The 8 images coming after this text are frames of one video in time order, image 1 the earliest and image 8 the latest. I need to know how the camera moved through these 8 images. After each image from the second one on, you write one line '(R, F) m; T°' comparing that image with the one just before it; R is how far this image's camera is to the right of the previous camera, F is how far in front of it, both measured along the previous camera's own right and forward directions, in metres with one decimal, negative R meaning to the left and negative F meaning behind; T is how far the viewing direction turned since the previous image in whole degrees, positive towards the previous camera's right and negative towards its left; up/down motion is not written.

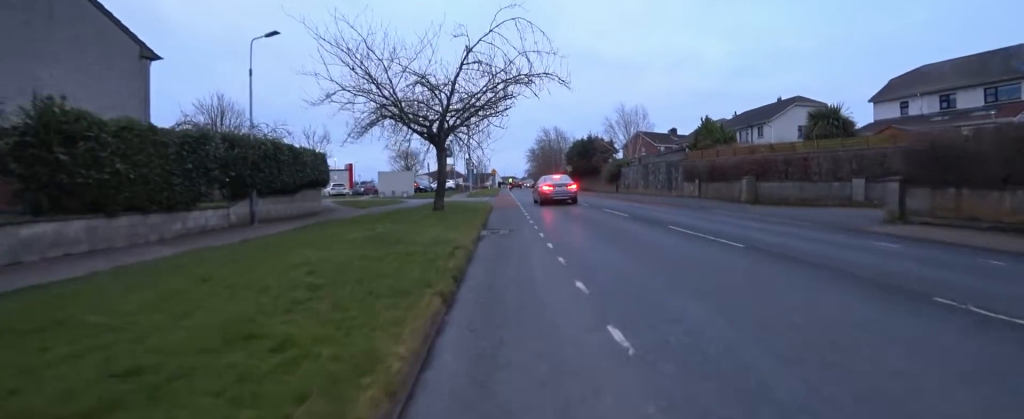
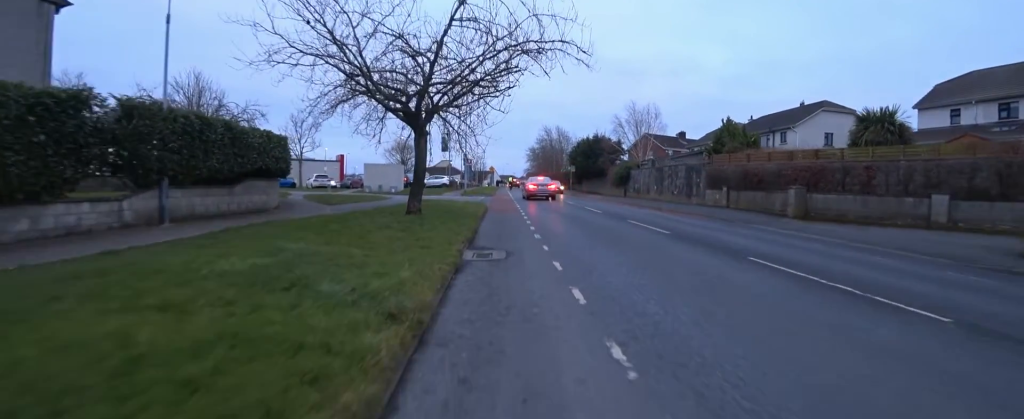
(+0.4, +3.5) m; +6°
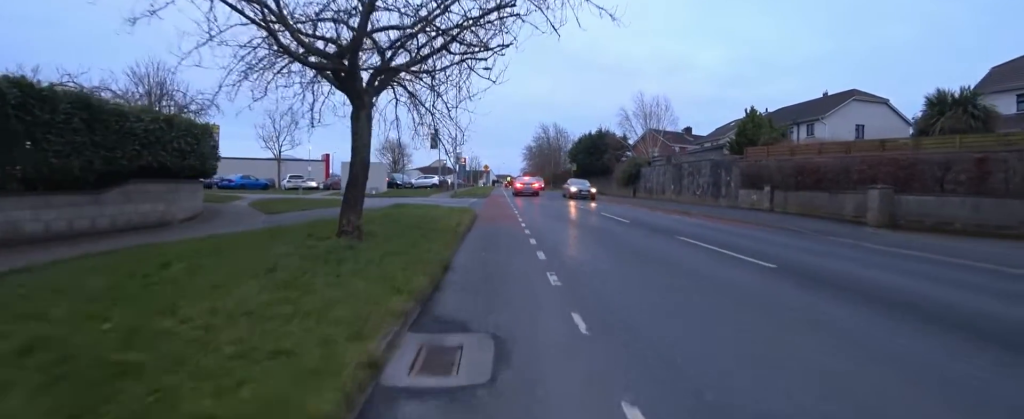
(0.0, +4.1) m; 0°
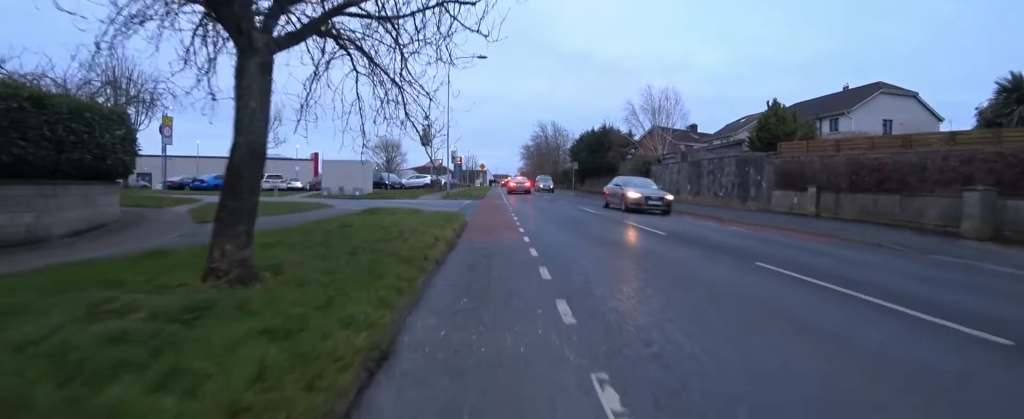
(0.0, +2.9) m; 0°
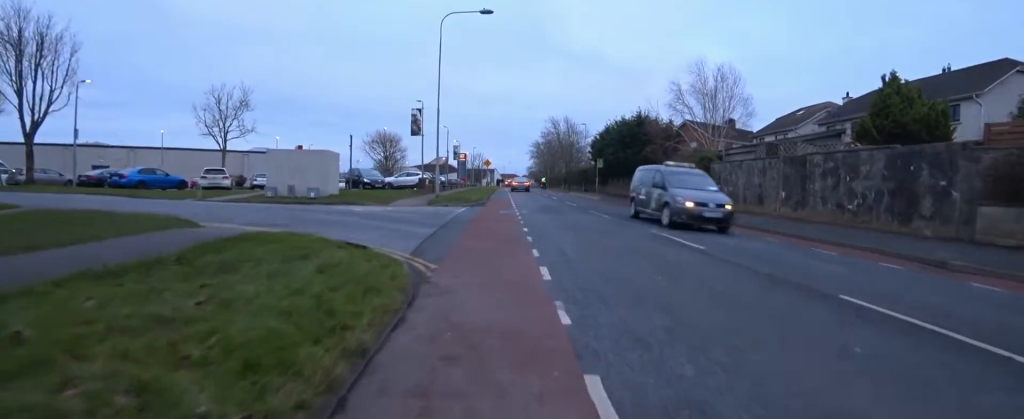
(-0.5, +7.7) m; -18°
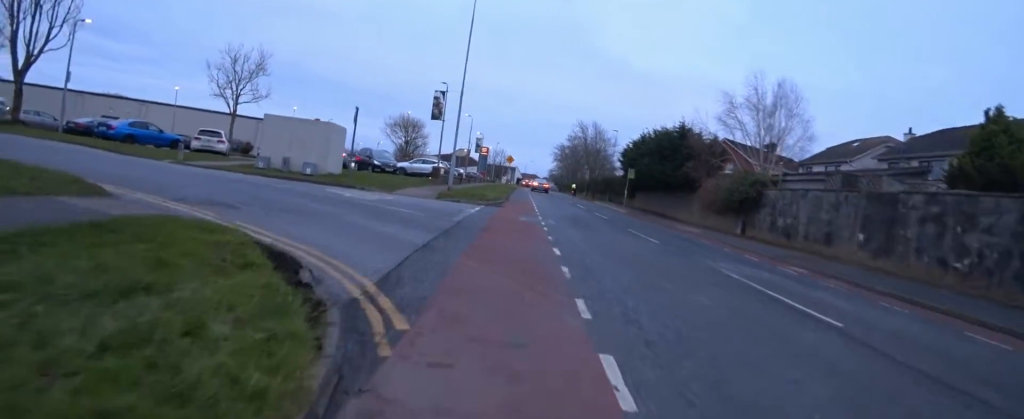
(-0.1, +2.8) m; -15°
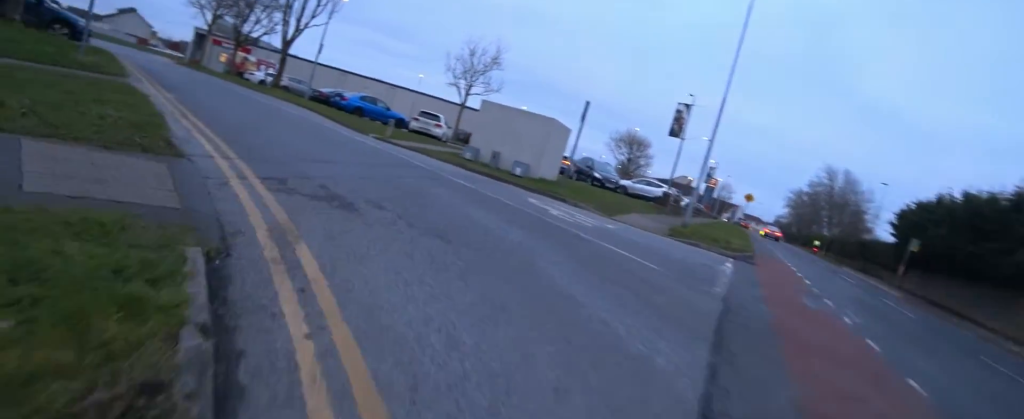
(-0.9, +3.2) m; -25°
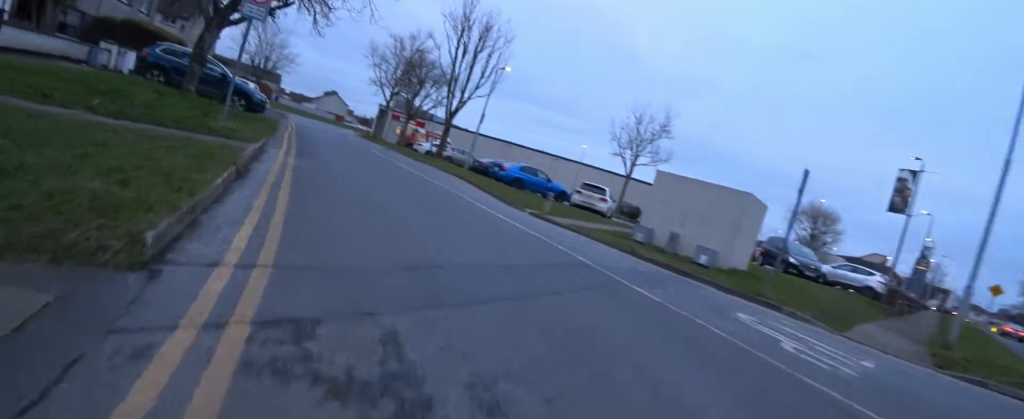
(-0.4, +2.5) m; -7°
